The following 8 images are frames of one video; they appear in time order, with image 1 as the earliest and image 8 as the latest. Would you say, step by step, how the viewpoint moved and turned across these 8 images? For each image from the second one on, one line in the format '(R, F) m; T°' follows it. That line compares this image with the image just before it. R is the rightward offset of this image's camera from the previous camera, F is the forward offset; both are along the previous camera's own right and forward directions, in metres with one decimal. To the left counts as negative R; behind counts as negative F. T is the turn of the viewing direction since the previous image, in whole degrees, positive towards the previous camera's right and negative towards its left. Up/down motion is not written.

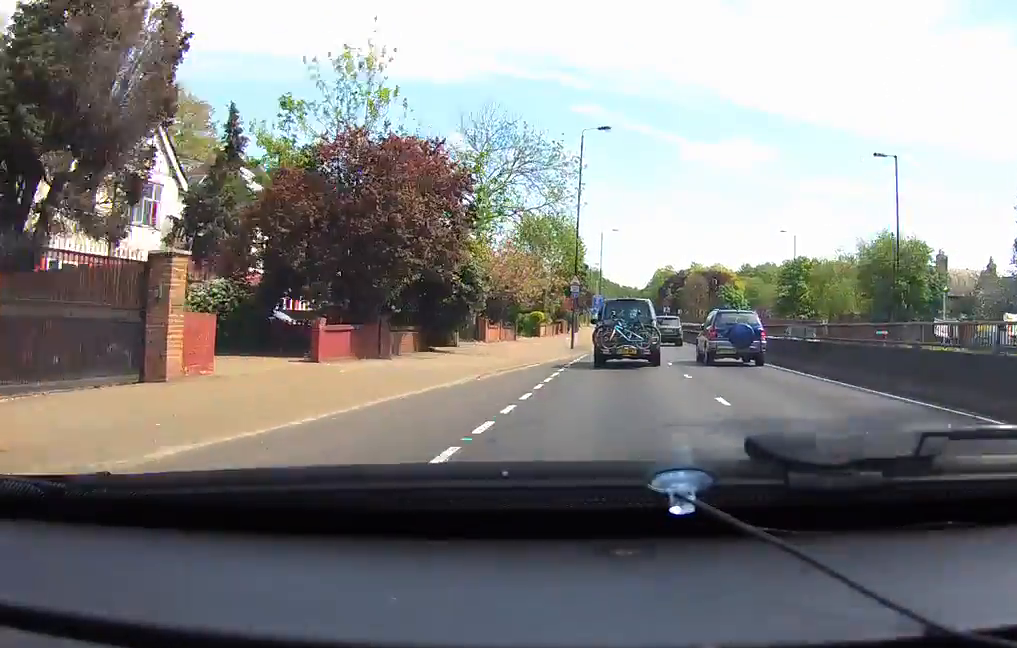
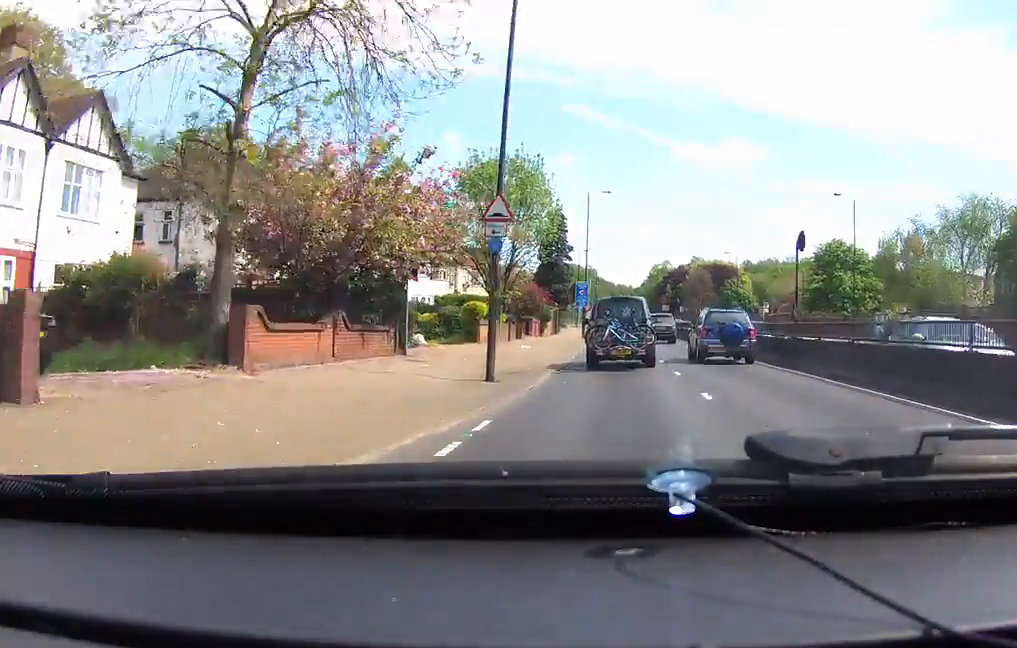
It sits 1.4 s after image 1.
(+0.2, +23.8) m; 0°
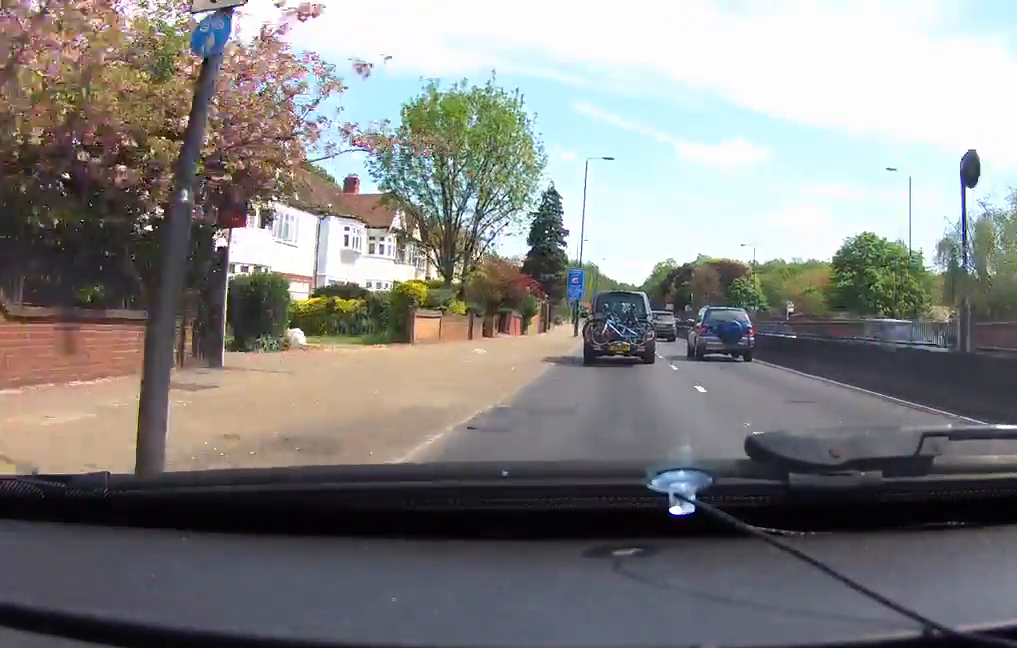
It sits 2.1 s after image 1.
(0.0, +11.4) m; -1°
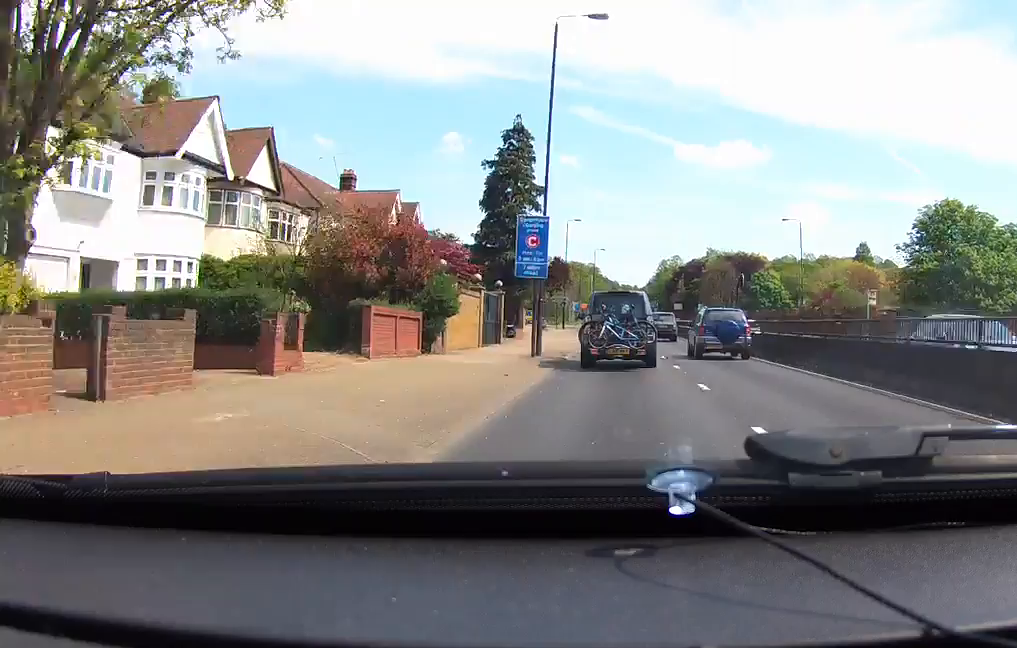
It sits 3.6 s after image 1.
(-0.3, +24.0) m; 0°
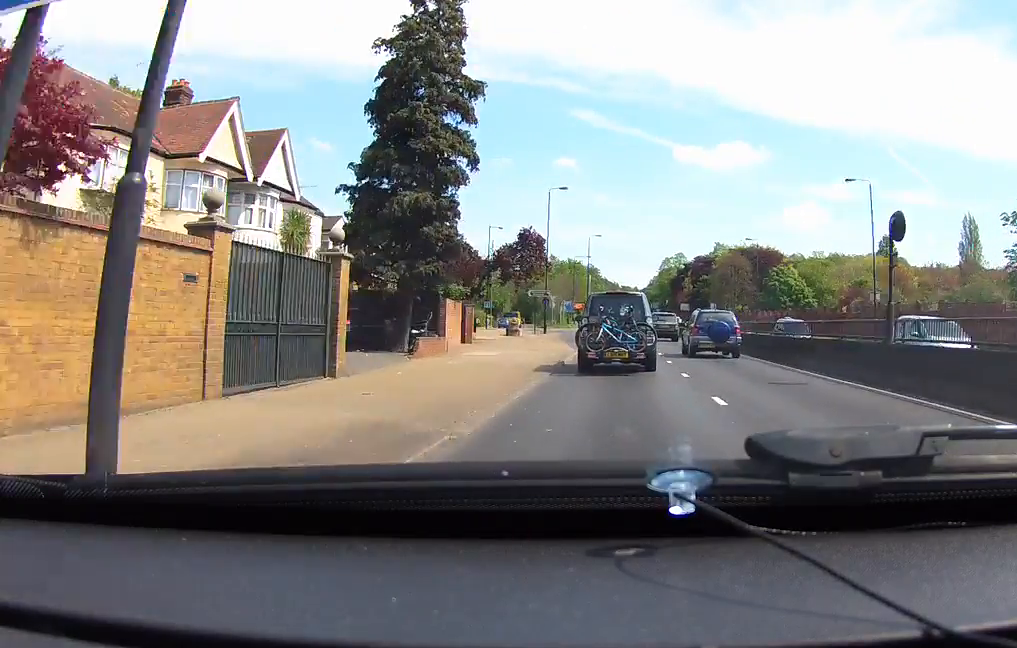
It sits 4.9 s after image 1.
(+0.3, +21.1) m; 0°
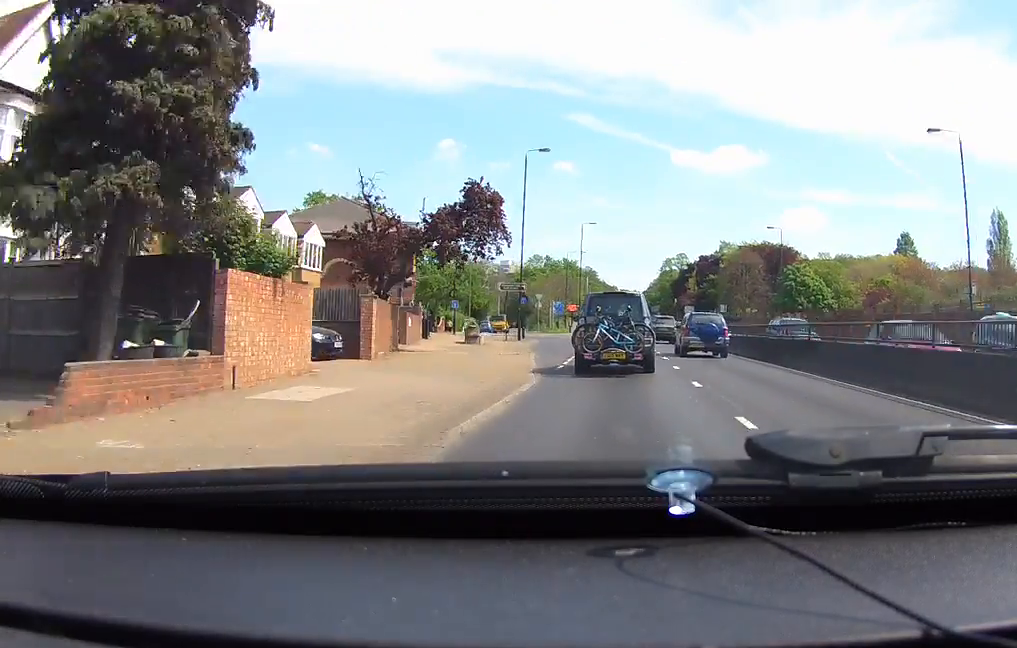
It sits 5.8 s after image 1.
(-0.1, +14.8) m; -1°
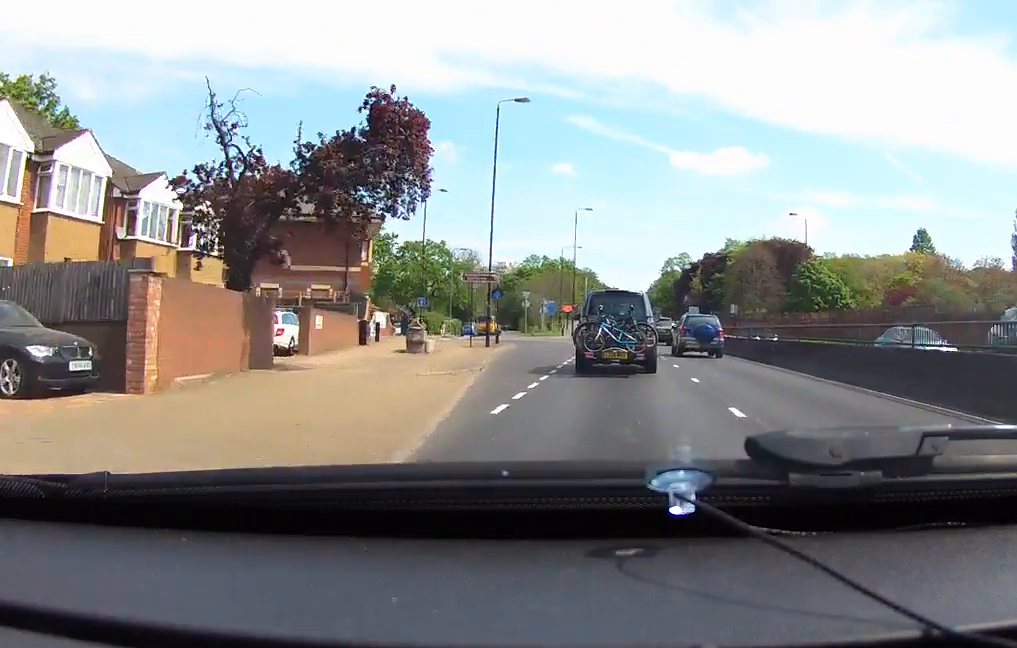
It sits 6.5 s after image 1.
(-0.1, +11.0) m; -1°
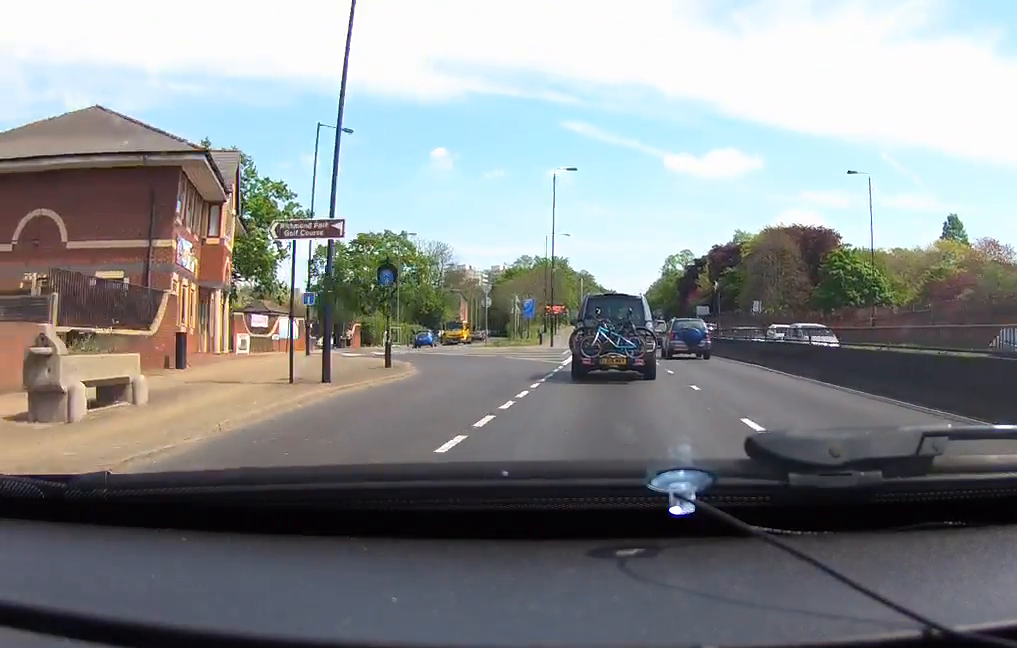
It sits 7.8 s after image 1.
(0.0, +19.0) m; 0°
